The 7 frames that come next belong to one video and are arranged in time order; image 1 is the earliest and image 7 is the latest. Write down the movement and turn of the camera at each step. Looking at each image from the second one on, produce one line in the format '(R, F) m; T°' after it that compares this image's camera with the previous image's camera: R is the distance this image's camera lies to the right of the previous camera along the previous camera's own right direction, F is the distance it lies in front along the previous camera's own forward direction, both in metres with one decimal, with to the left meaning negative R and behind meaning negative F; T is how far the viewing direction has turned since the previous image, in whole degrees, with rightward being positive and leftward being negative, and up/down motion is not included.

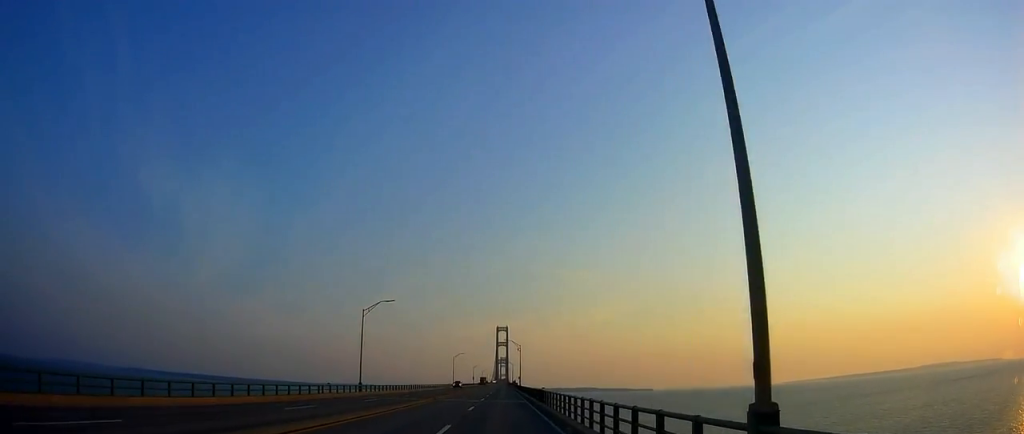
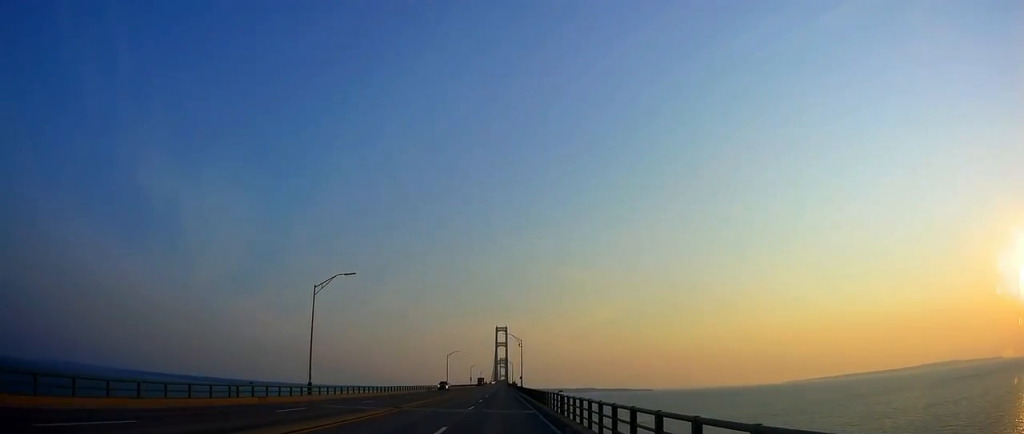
(+0.2, +14.4) m; +1°
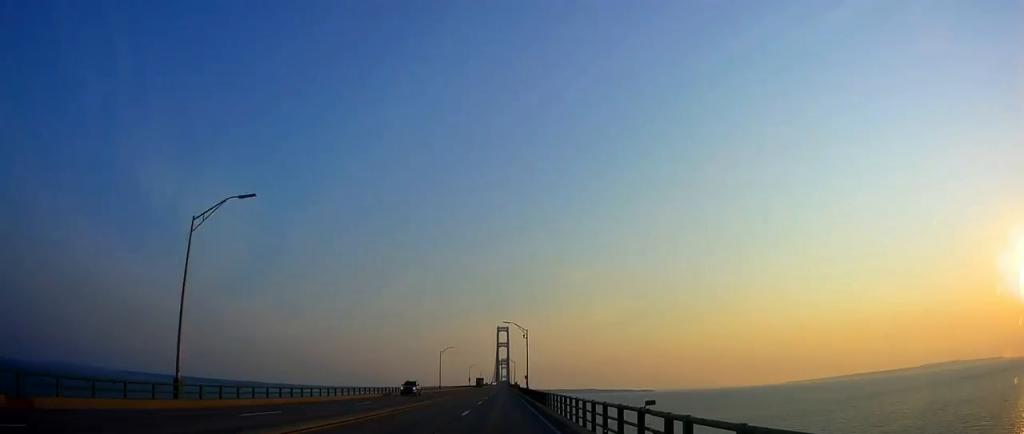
(+0.1, +18.0) m; 0°
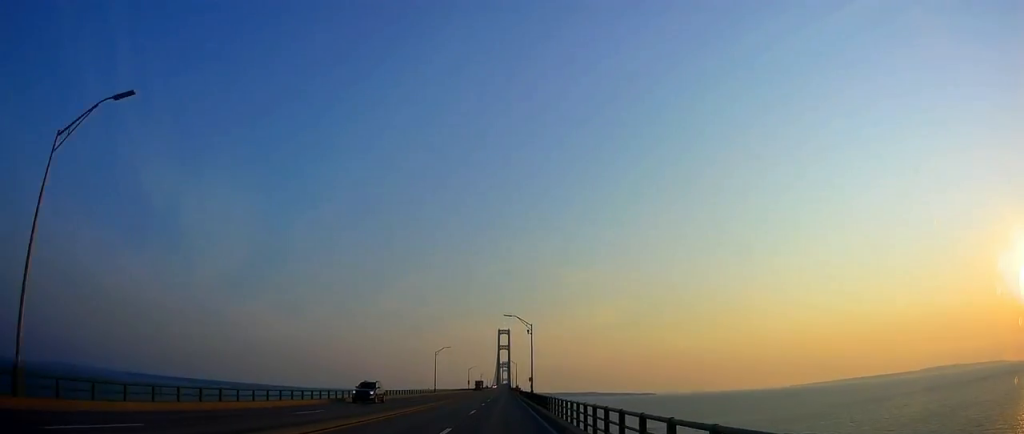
(0.0, +10.1) m; 0°
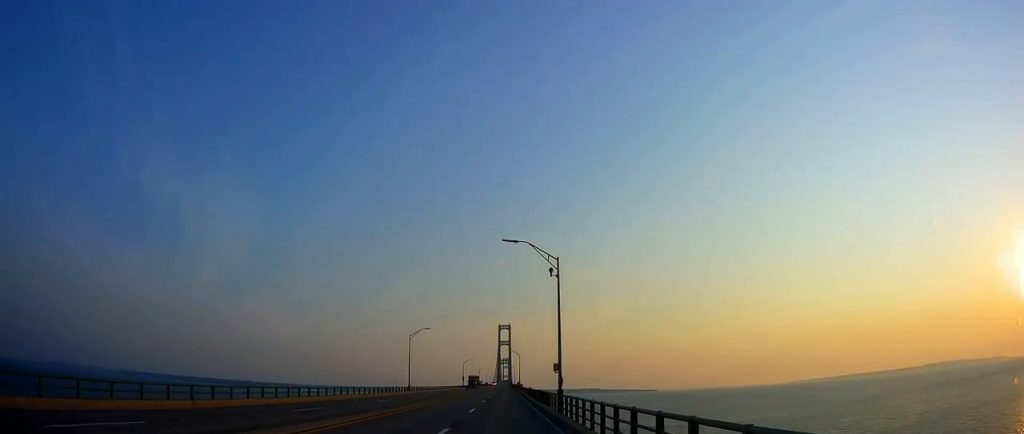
(-0.1, +31.1) m; -1°
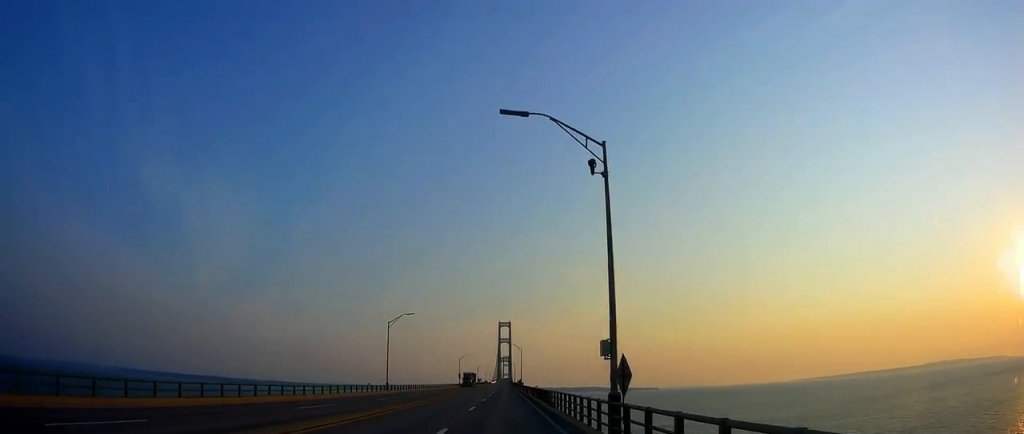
(-0.3, +15.1) m; 0°
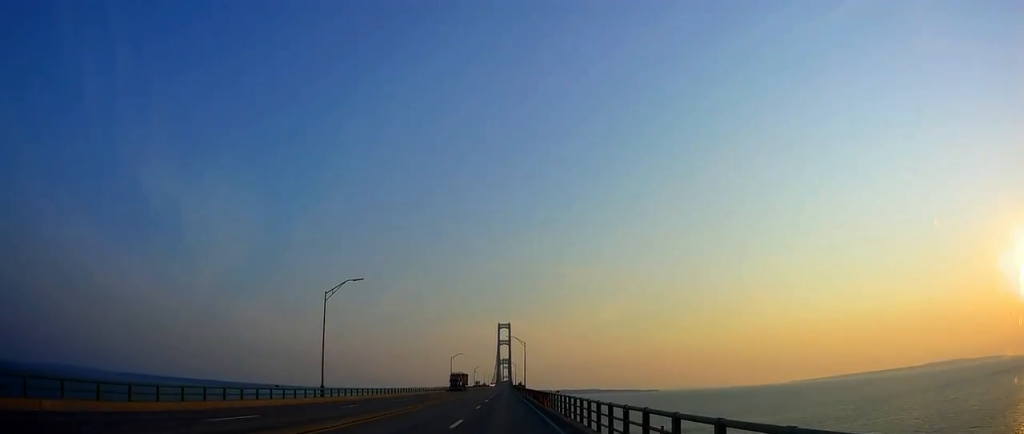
(+0.1, +23.8) m; +1°
